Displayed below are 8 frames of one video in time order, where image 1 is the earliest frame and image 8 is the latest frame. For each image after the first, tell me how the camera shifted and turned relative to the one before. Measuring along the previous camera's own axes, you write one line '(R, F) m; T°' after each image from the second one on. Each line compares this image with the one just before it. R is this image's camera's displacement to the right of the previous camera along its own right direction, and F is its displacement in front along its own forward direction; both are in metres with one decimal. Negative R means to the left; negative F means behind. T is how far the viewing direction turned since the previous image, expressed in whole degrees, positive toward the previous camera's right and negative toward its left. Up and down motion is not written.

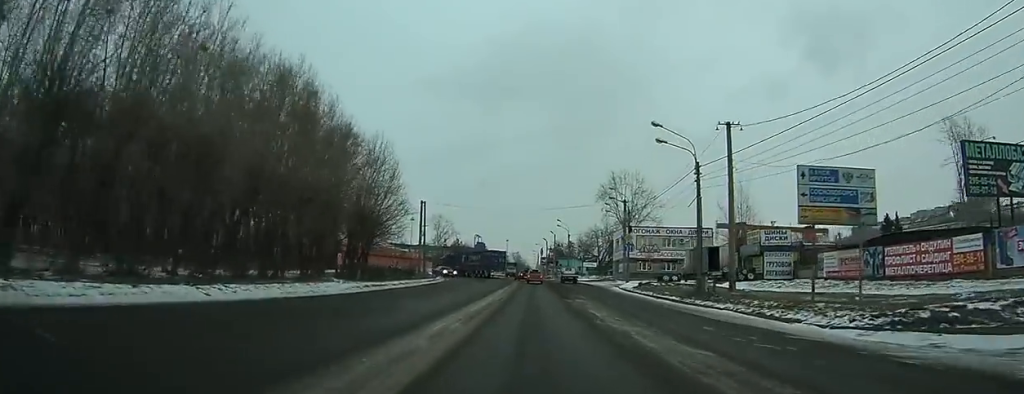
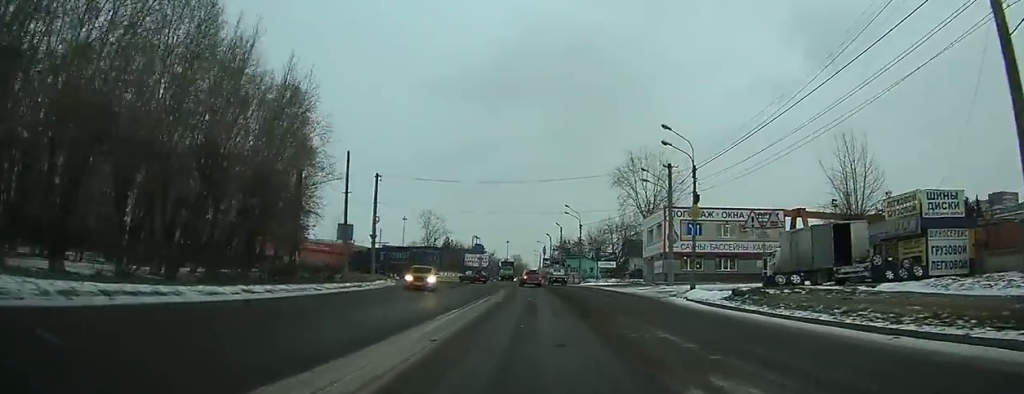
(+0.1, +23.4) m; -1°
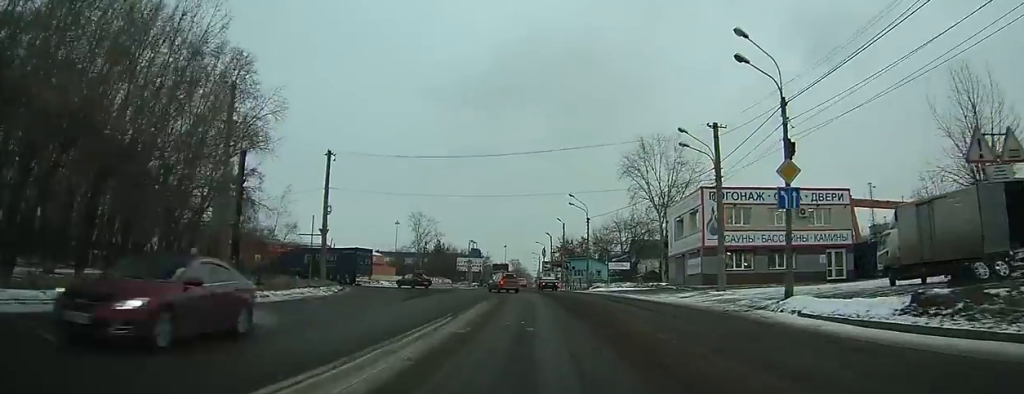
(-0.2, +13.4) m; -2°
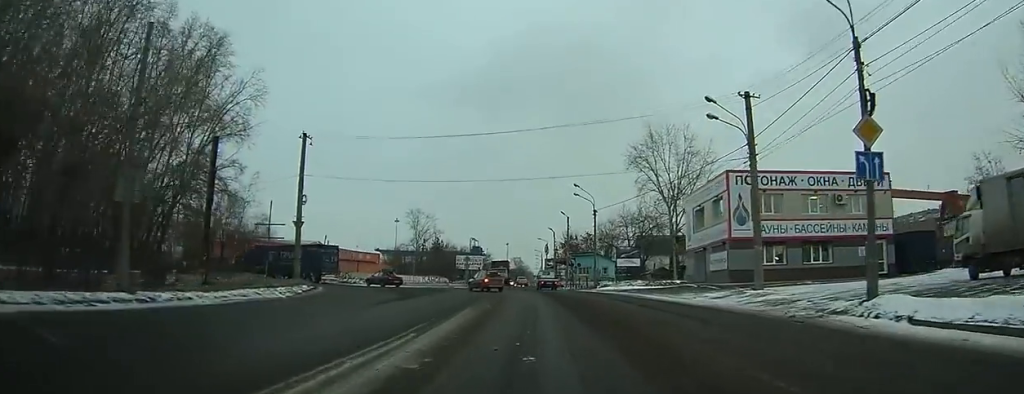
(-0.1, +5.5) m; -1°
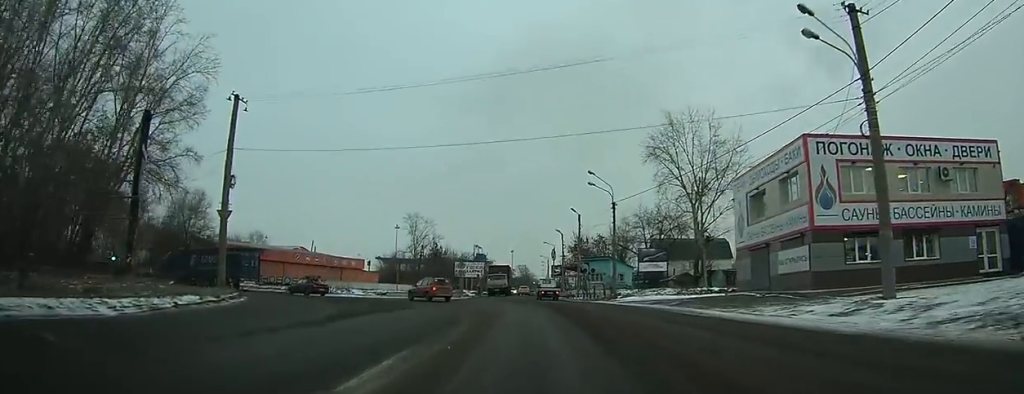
(-0.1, +10.7) m; 0°
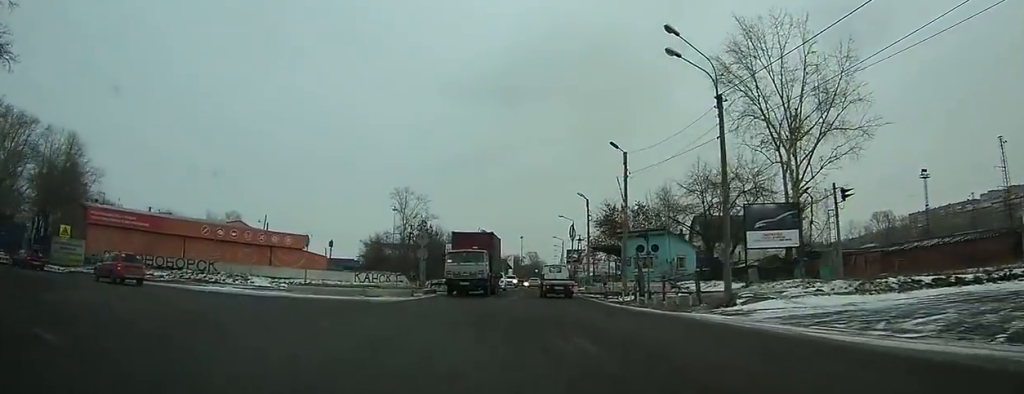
(+0.3, +24.2) m; +1°
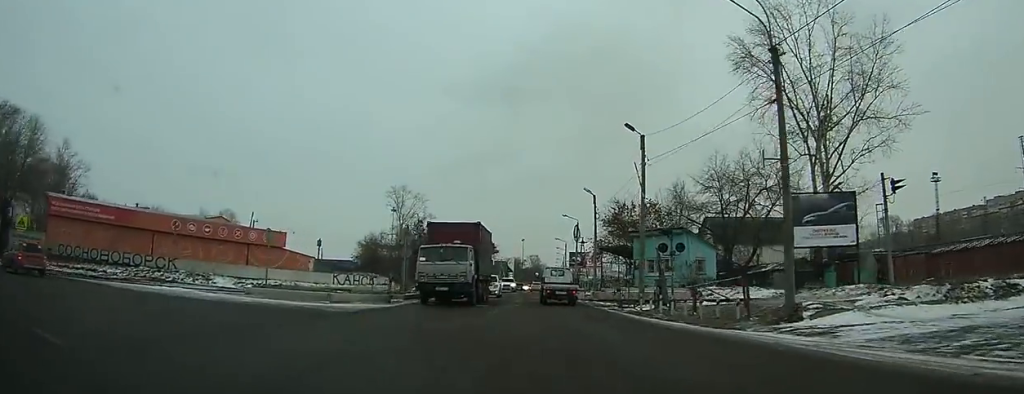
(0.0, +5.1) m; 0°
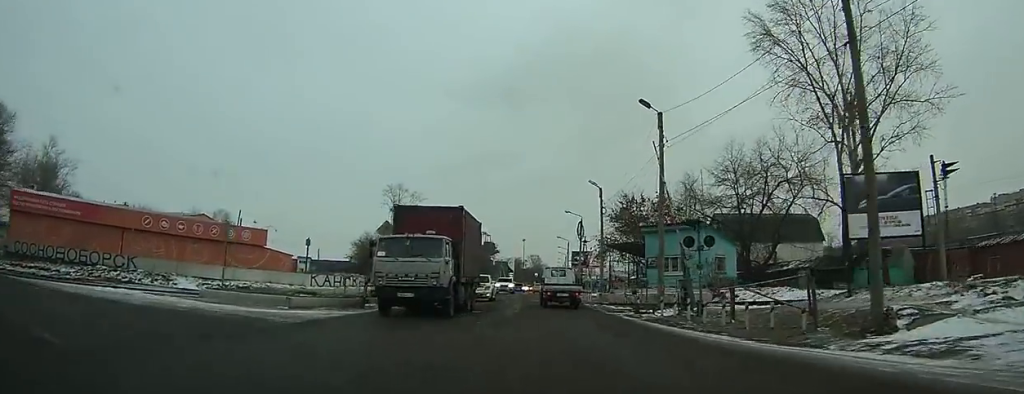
(0.0, +4.5) m; 0°
